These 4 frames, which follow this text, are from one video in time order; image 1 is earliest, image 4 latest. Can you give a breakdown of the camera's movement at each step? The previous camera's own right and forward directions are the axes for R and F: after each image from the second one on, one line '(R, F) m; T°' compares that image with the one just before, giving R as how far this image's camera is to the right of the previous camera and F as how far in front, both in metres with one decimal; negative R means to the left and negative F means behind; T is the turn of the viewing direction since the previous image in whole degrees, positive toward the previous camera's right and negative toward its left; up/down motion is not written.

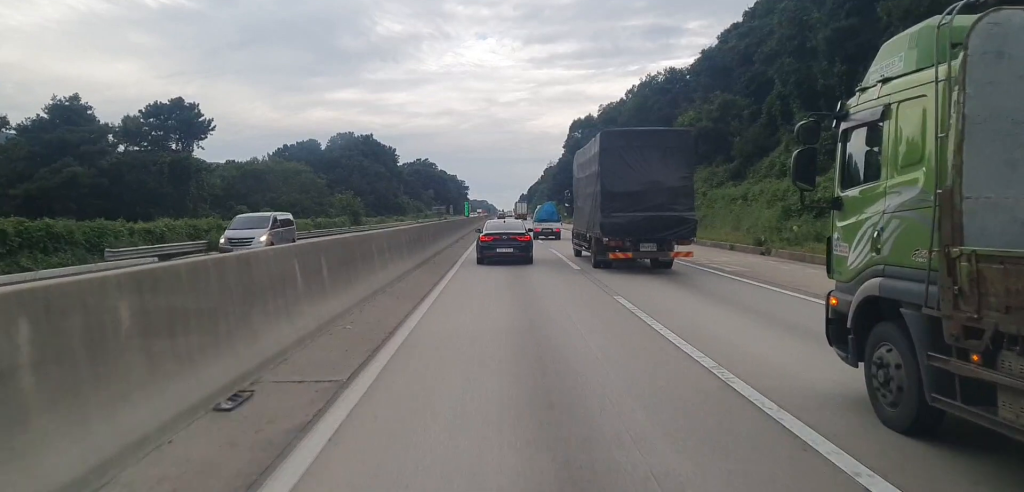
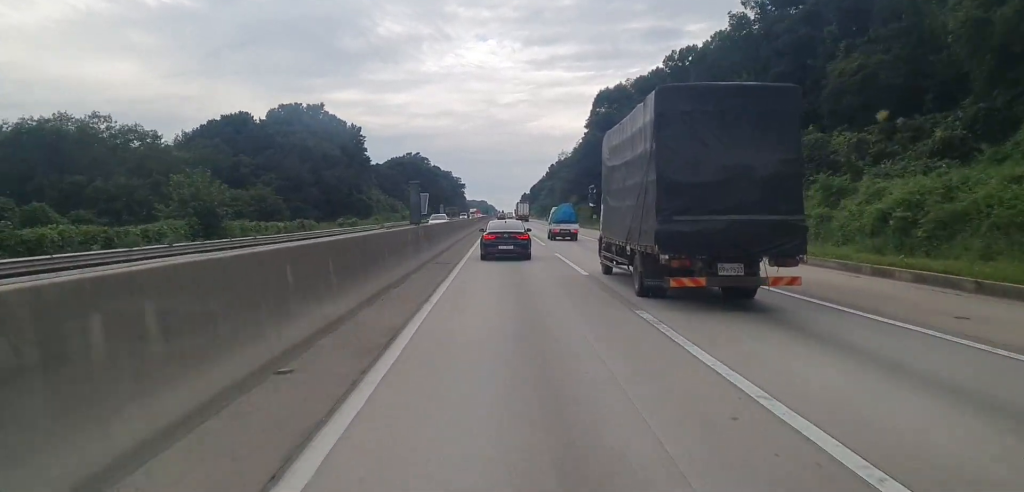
(+0.3, +43.6) m; +1°
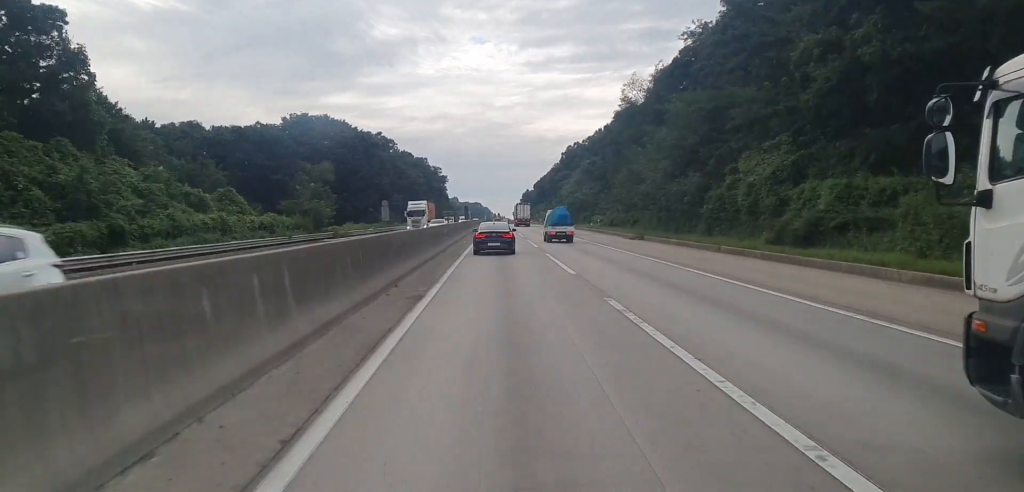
(+0.5, +93.5) m; 0°
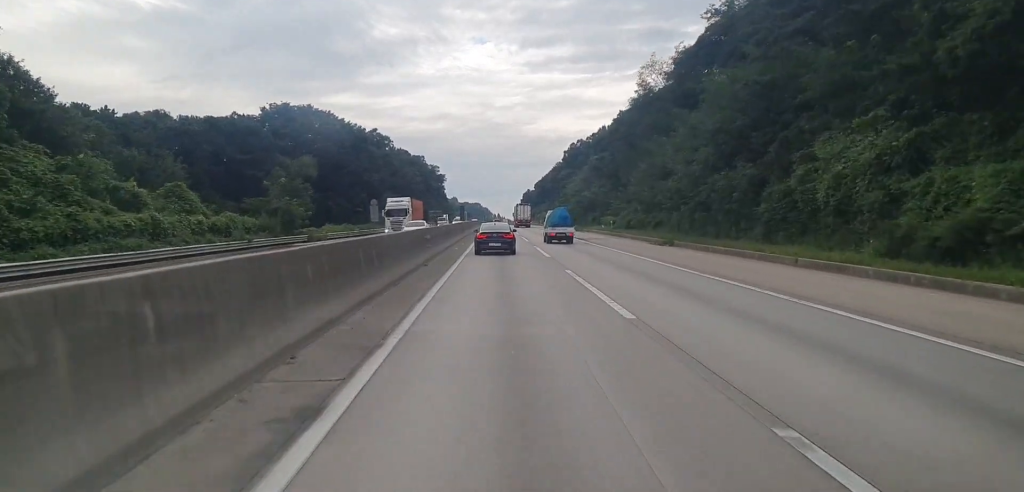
(0.0, +10.4) m; 0°
